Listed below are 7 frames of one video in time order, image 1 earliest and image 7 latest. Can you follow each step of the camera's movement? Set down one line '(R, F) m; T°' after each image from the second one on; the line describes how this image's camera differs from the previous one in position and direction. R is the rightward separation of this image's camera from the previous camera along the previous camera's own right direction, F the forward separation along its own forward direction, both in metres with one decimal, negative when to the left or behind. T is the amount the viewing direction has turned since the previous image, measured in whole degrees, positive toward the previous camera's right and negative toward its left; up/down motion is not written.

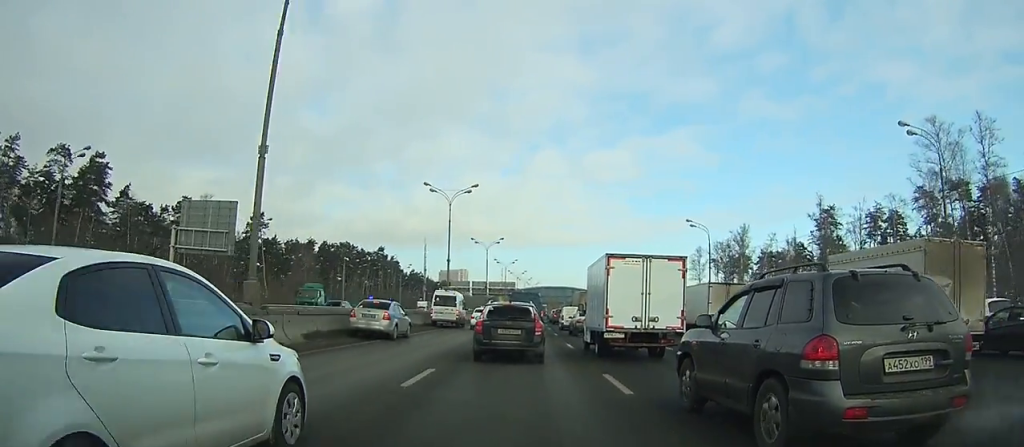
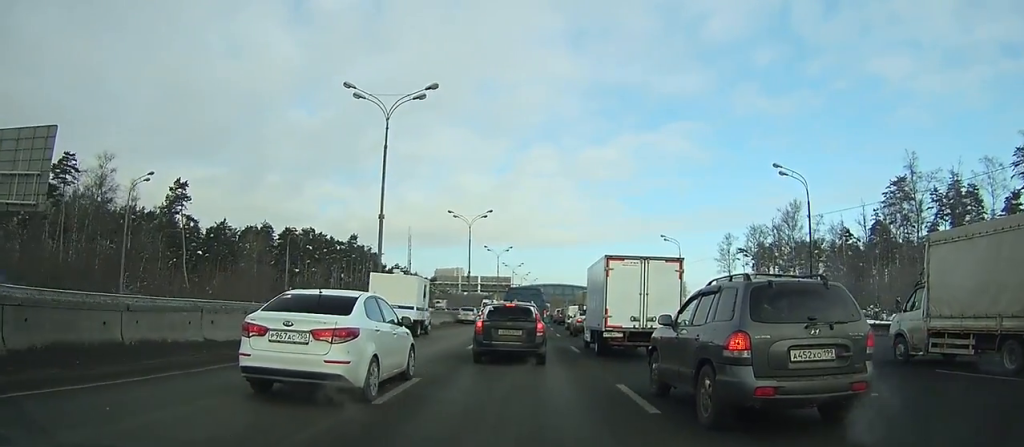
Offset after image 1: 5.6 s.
(0.0, +25.1) m; 0°
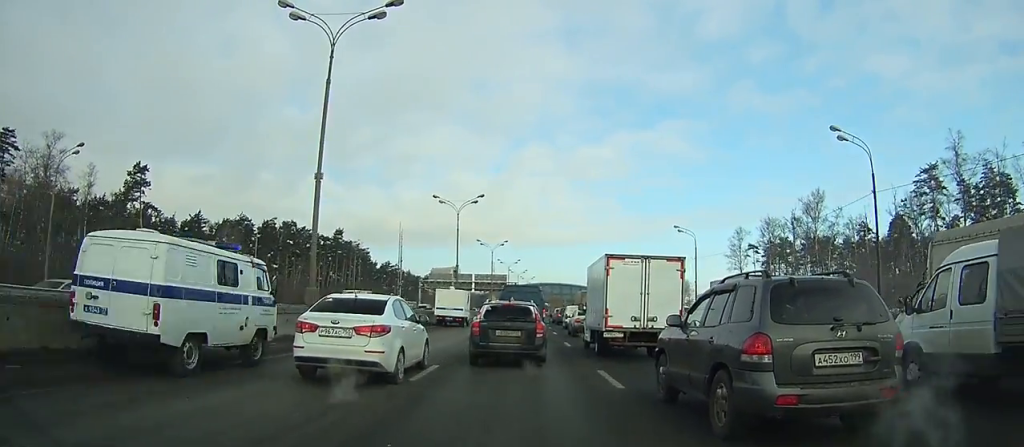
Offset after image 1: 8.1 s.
(0.0, +9.8) m; 0°
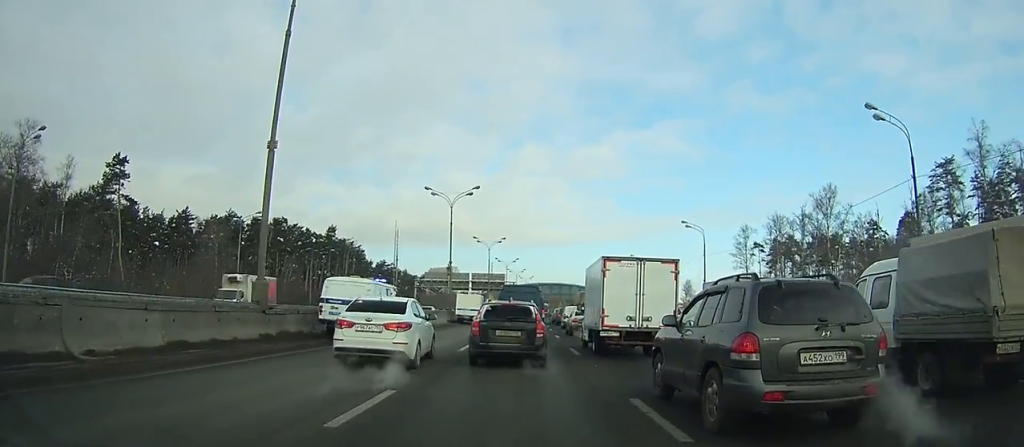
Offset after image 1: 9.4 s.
(0.0, +4.9) m; 0°
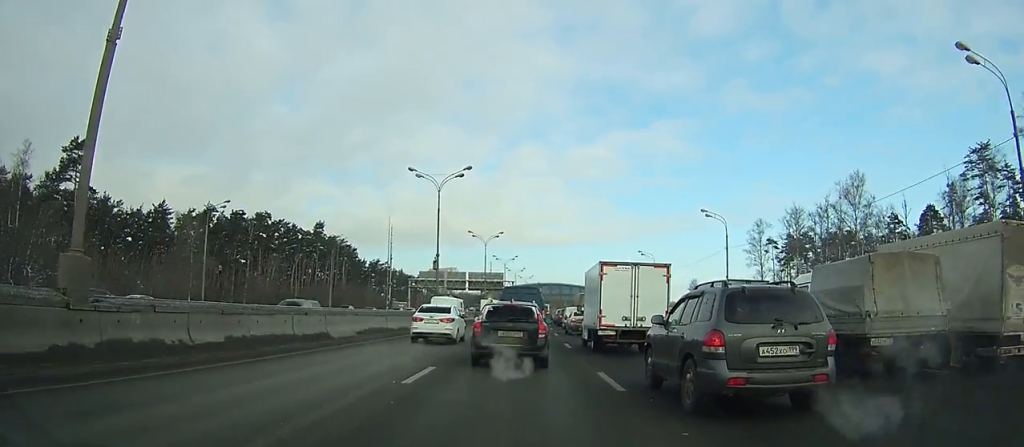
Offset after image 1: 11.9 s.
(0.0, +8.9) m; -1°
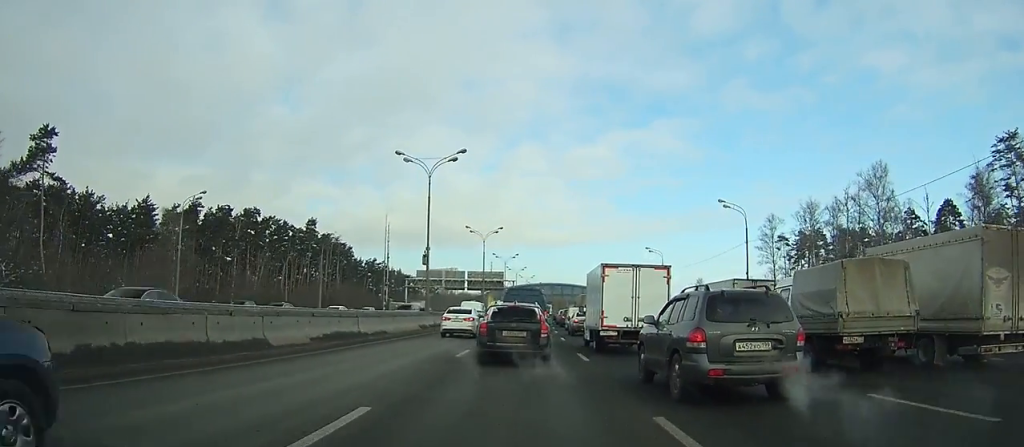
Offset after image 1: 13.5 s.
(0.0, +5.6) m; 0°
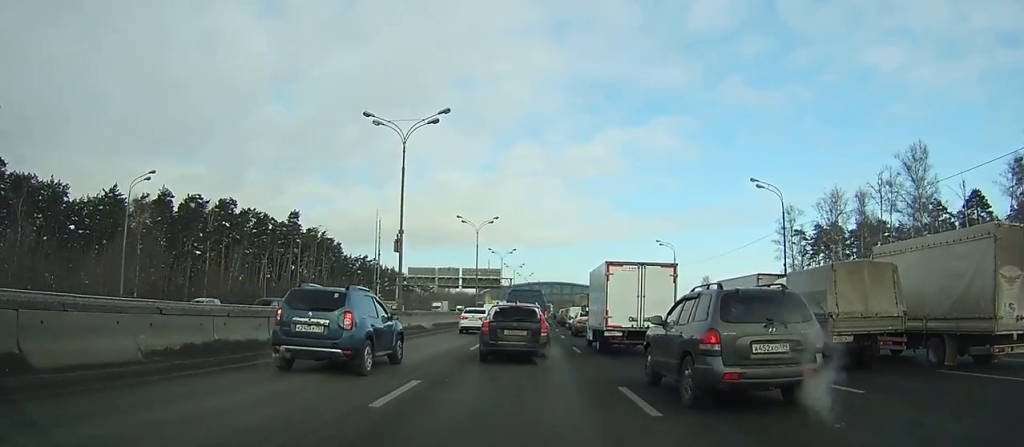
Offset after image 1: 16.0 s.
(0.0, +8.6) m; 0°
